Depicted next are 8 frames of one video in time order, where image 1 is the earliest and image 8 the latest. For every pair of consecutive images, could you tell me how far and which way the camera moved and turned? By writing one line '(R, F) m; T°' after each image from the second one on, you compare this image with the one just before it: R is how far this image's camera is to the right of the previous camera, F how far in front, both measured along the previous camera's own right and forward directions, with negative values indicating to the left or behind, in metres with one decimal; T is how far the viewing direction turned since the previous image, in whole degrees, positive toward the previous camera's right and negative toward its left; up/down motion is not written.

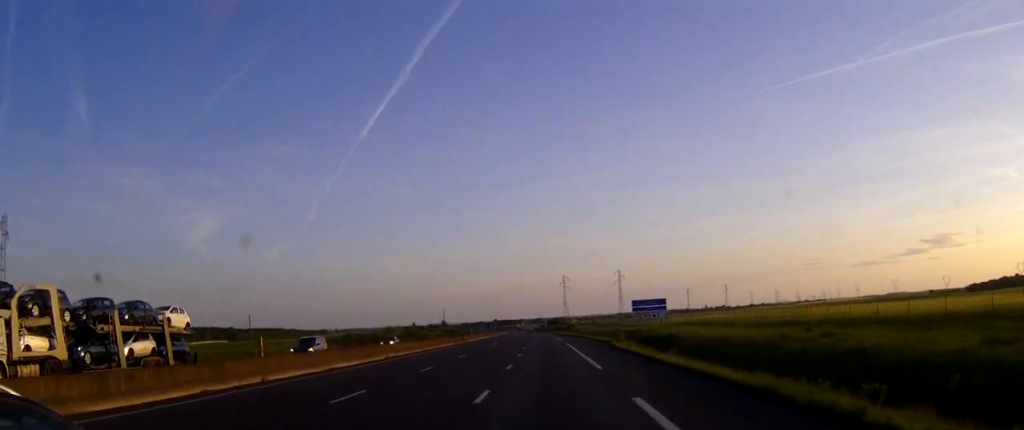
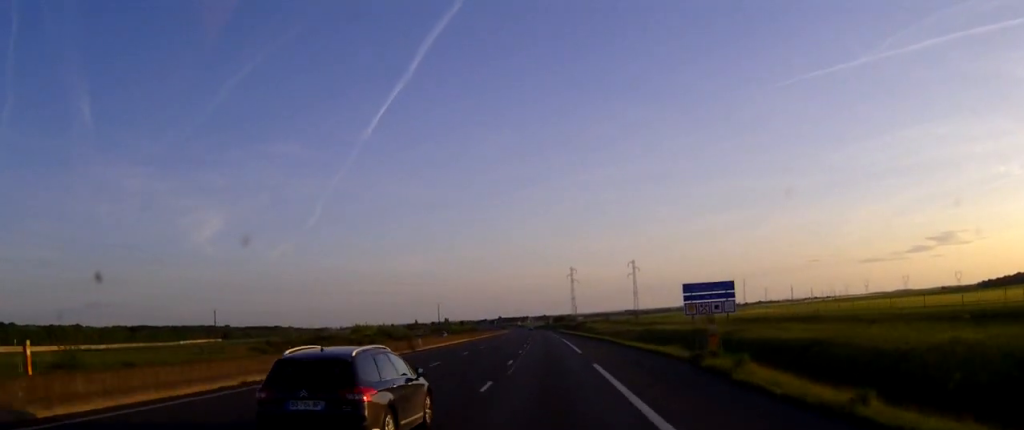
(-0.1, +36.6) m; 0°
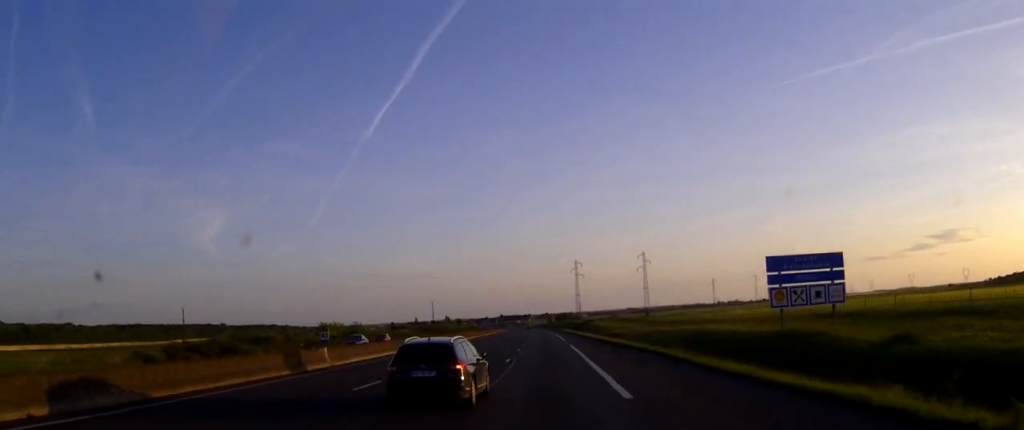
(0.0, +25.7) m; 0°
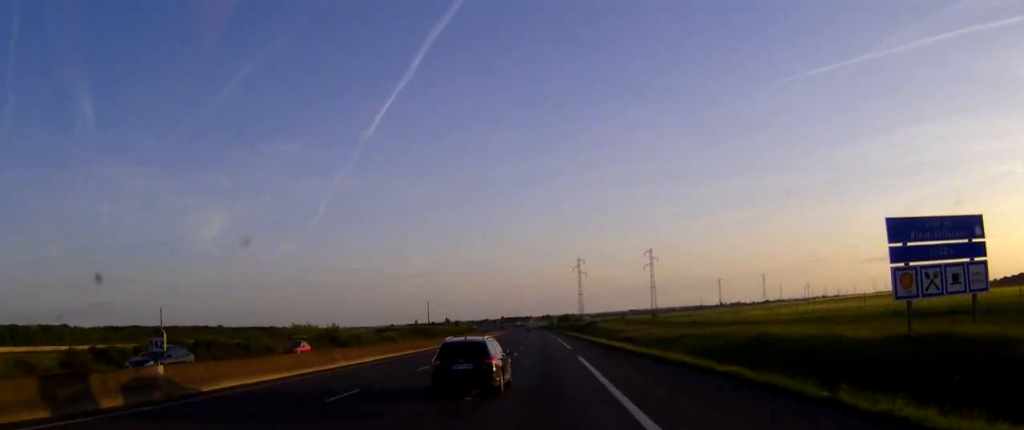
(0.0, +15.6) m; 0°
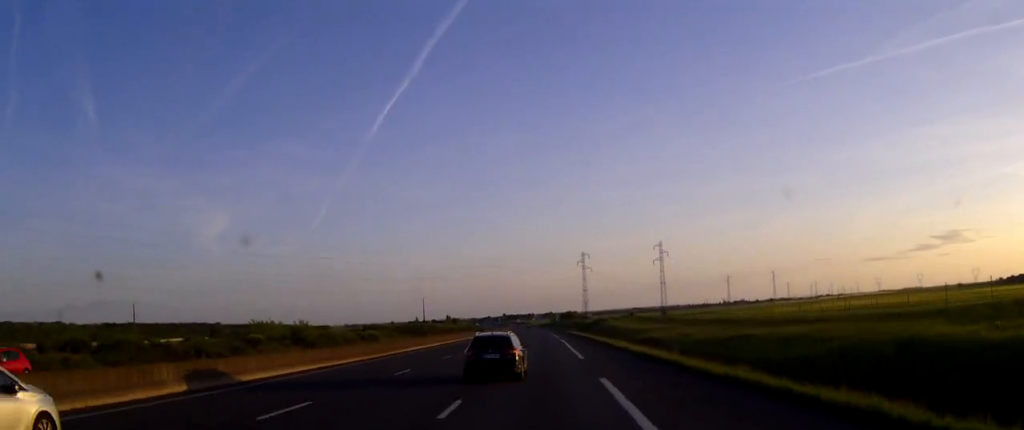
(0.0, +17.5) m; 0°
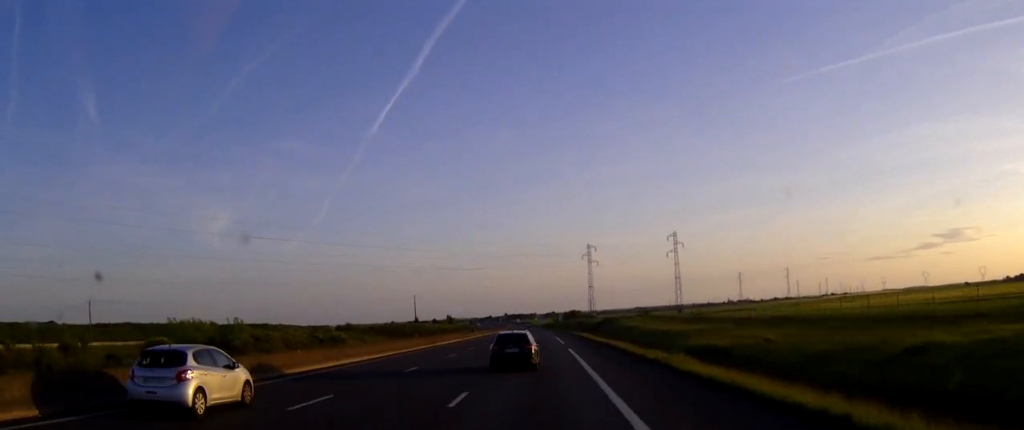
(0.0, +23.9) m; 0°
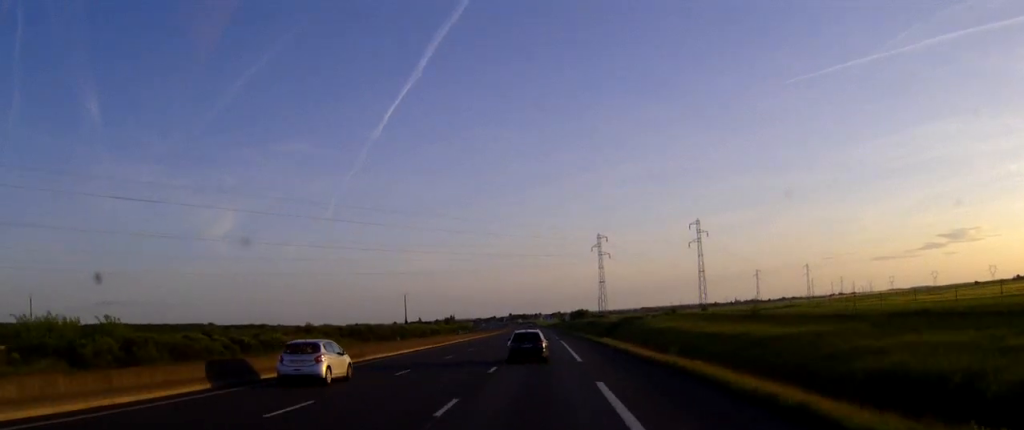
(-0.1, +27.6) m; -1°
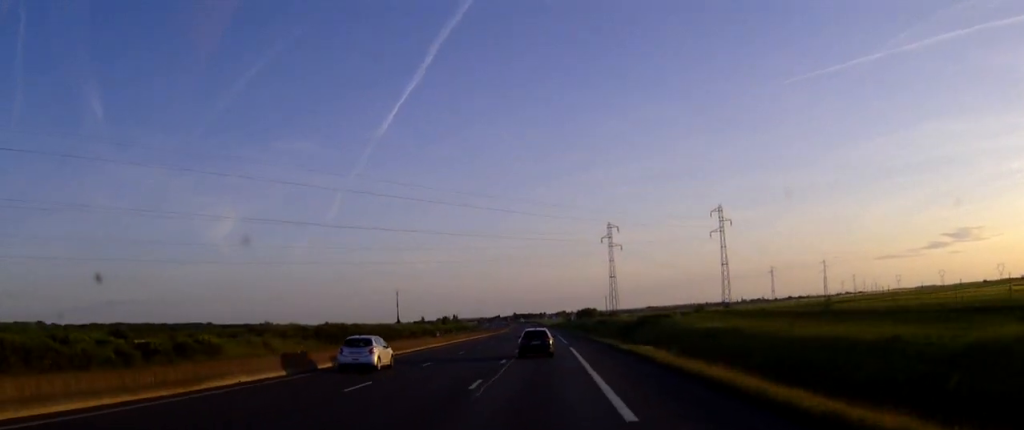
(-0.1, +20.4) m; 0°
